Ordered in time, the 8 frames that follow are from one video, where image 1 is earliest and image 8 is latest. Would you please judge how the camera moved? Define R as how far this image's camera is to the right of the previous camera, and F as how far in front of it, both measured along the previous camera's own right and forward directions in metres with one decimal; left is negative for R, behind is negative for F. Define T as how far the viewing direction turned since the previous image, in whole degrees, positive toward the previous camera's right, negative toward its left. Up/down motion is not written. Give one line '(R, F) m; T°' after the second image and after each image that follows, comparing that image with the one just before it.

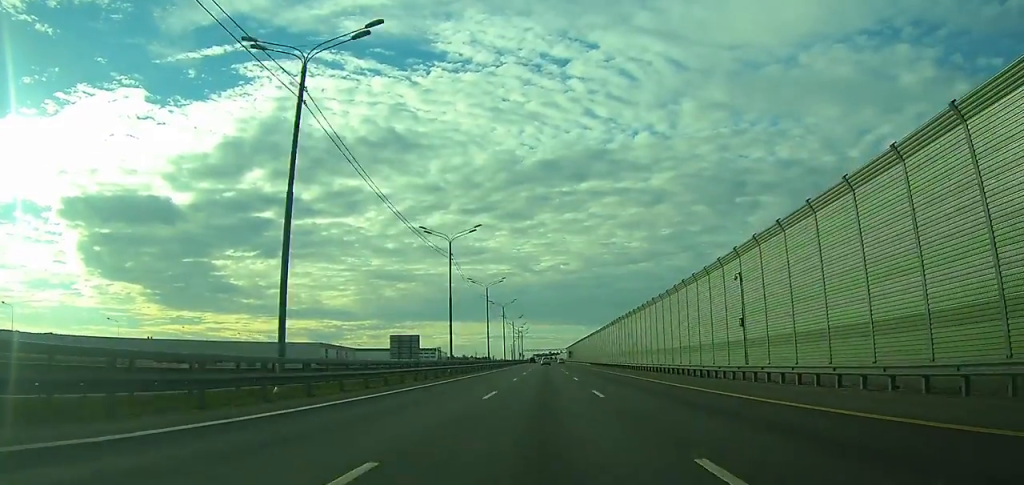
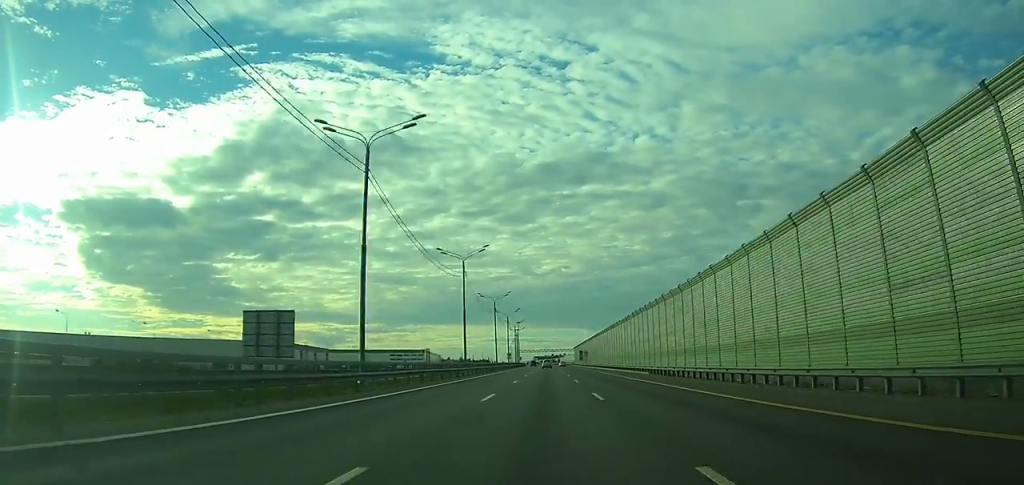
(-0.3, +62.2) m; 0°
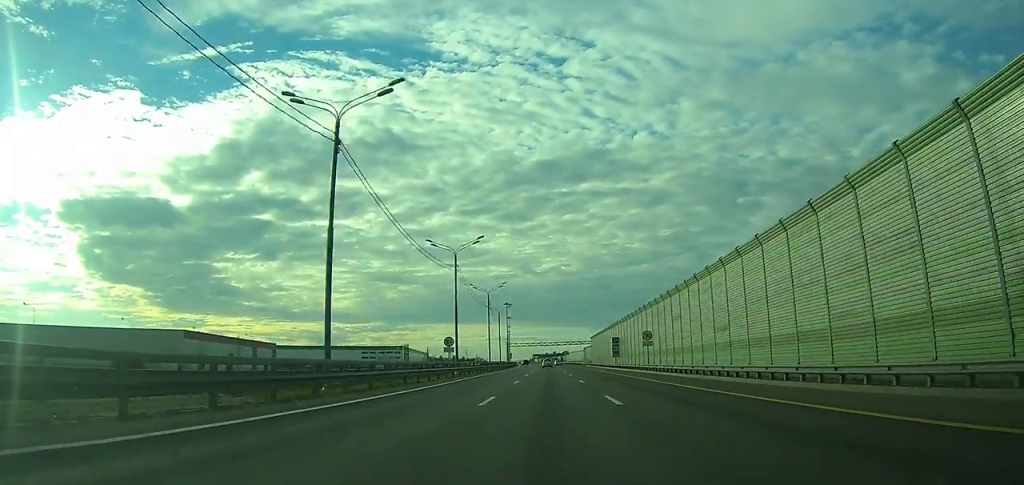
(-0.2, +81.4) m; 0°
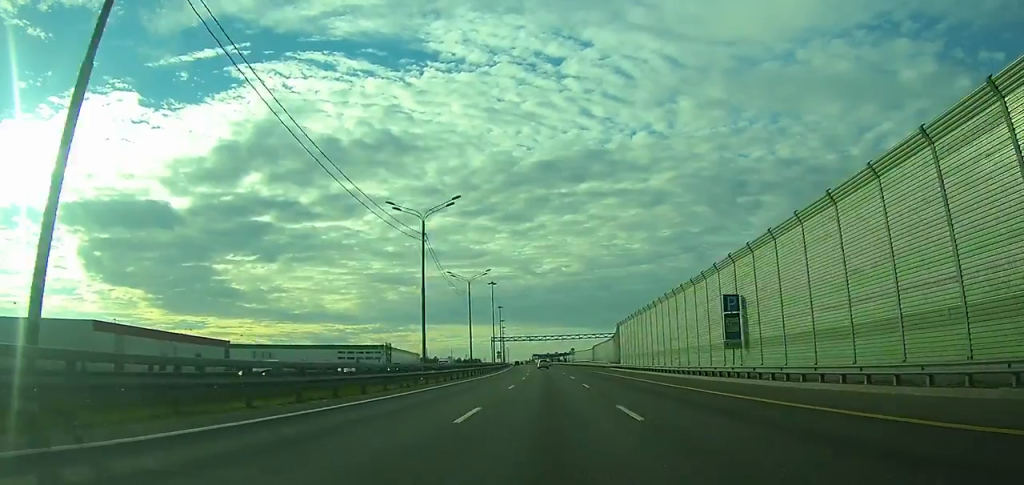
(0.0, +54.2) m; 0°
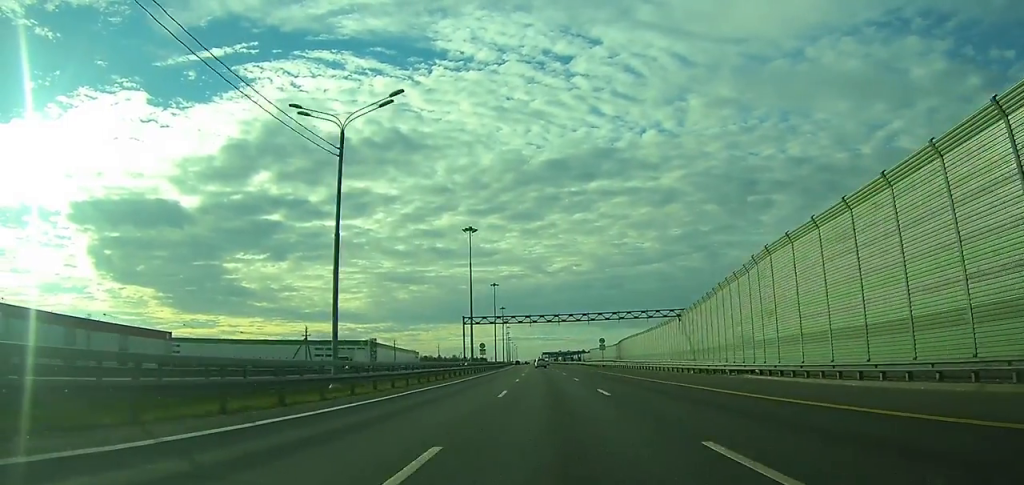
(-0.2, +56.7) m; -1°
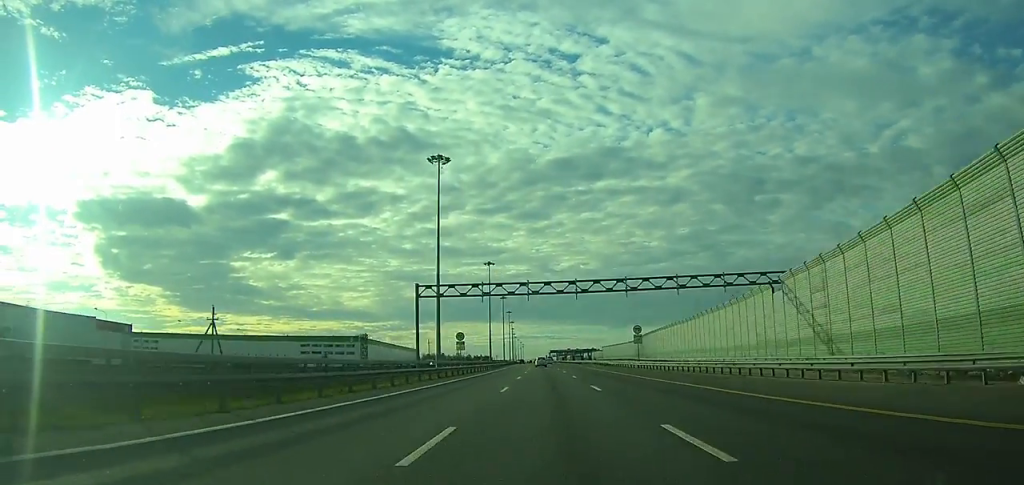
(0.0, +29.6) m; -1°
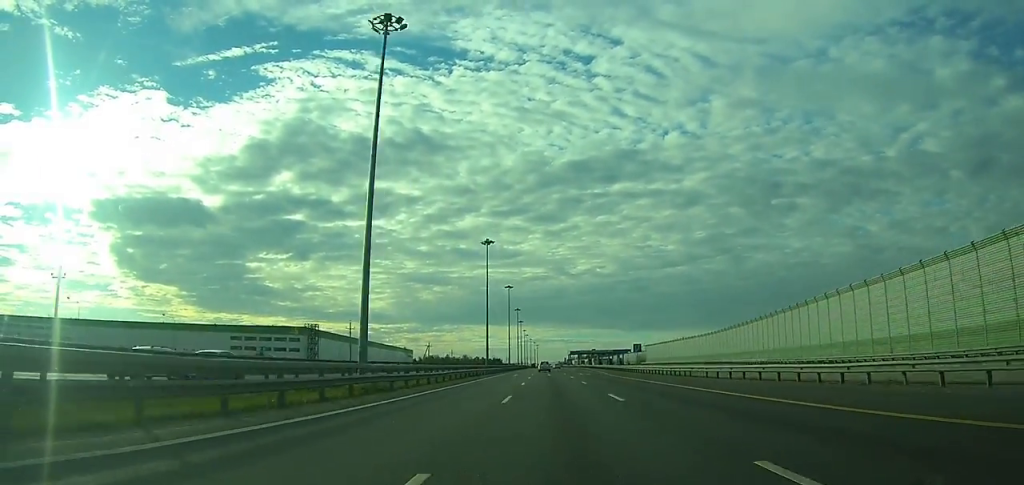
(-1.2, +81.3) m; -1°
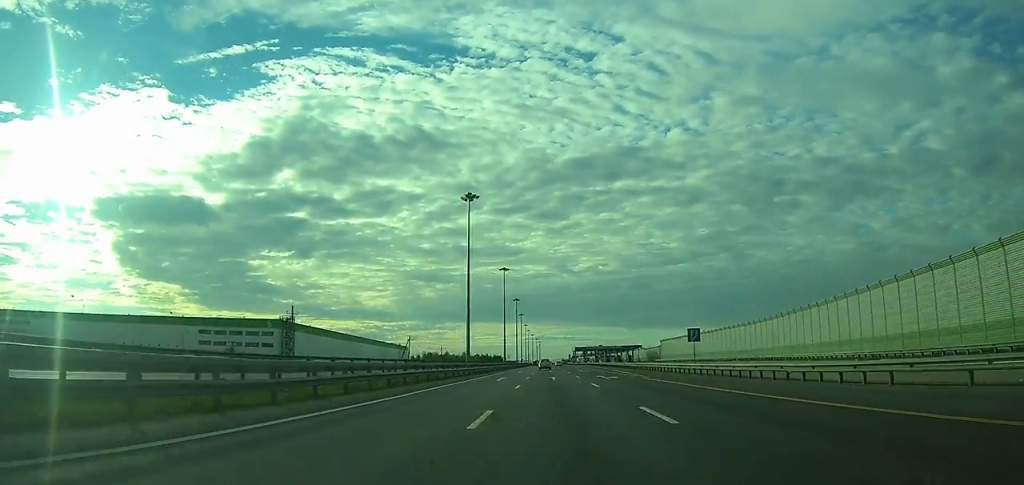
(0.0, +22.9) m; 0°
